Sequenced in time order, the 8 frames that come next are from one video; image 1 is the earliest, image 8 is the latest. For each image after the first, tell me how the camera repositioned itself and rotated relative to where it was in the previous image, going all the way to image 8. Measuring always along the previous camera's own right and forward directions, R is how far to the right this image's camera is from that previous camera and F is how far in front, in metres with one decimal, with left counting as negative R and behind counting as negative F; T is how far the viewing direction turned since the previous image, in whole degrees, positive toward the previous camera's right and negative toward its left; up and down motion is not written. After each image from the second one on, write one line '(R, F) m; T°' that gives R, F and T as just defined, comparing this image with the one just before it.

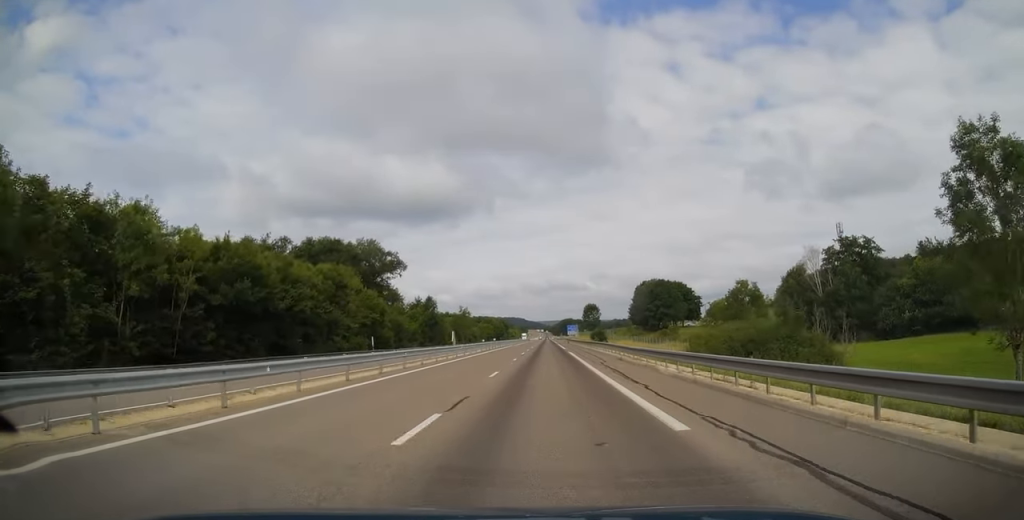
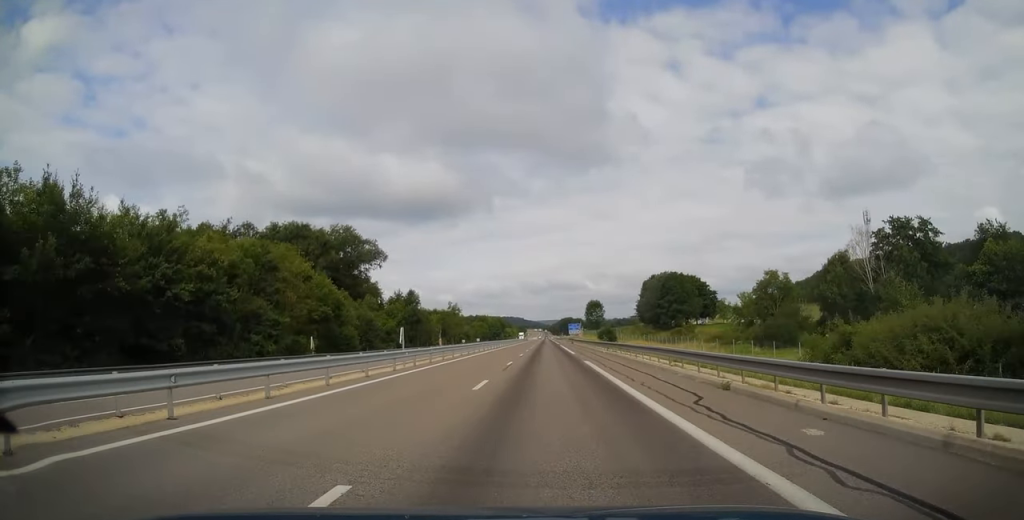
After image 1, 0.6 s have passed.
(0.0, +18.0) m; 0°
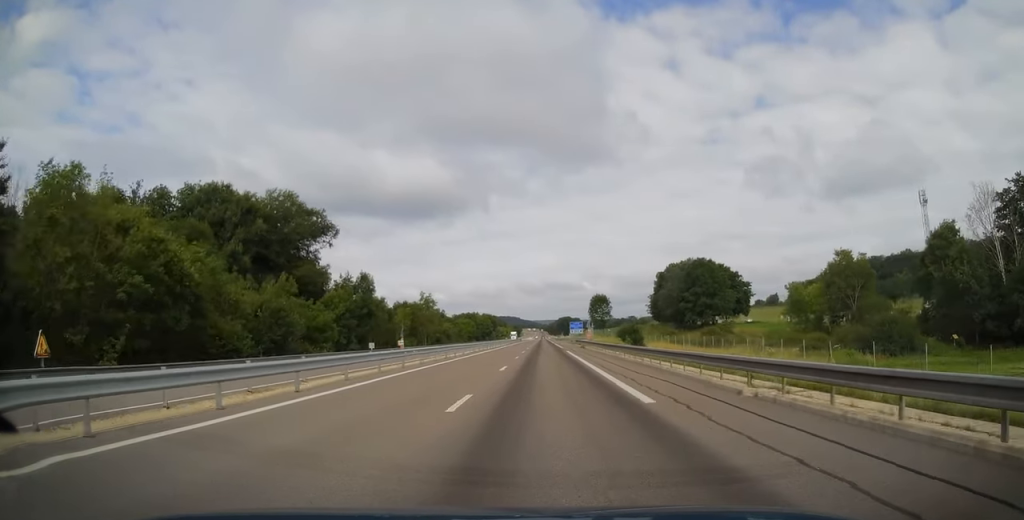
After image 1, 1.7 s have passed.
(+0.1, +30.2) m; +1°
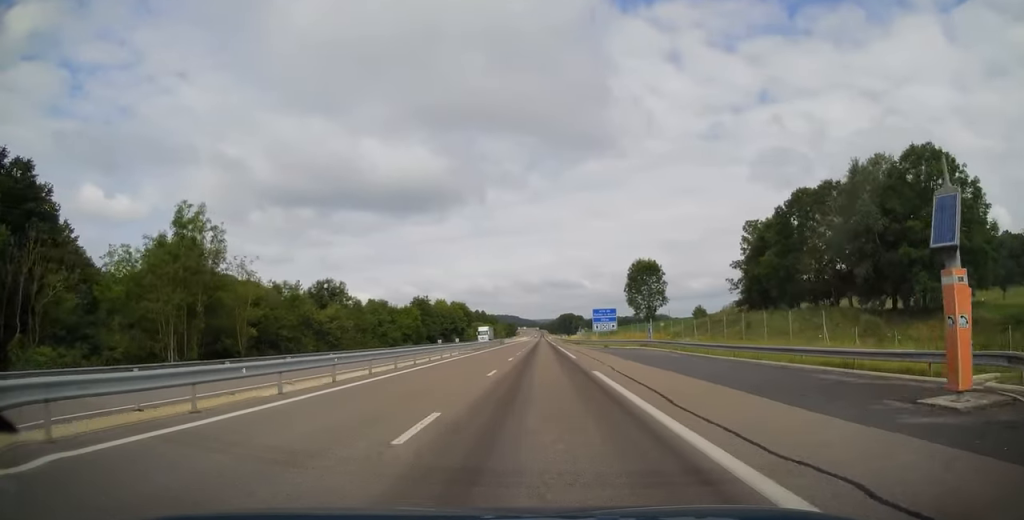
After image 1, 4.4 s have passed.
(-0.5, +80.4) m; 0°
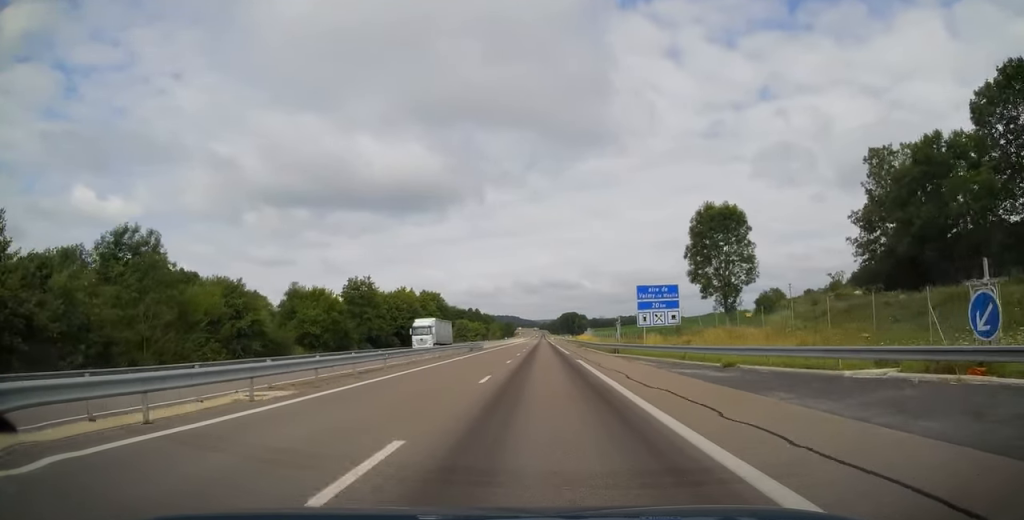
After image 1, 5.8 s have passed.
(+0.4, +41.4) m; 0°
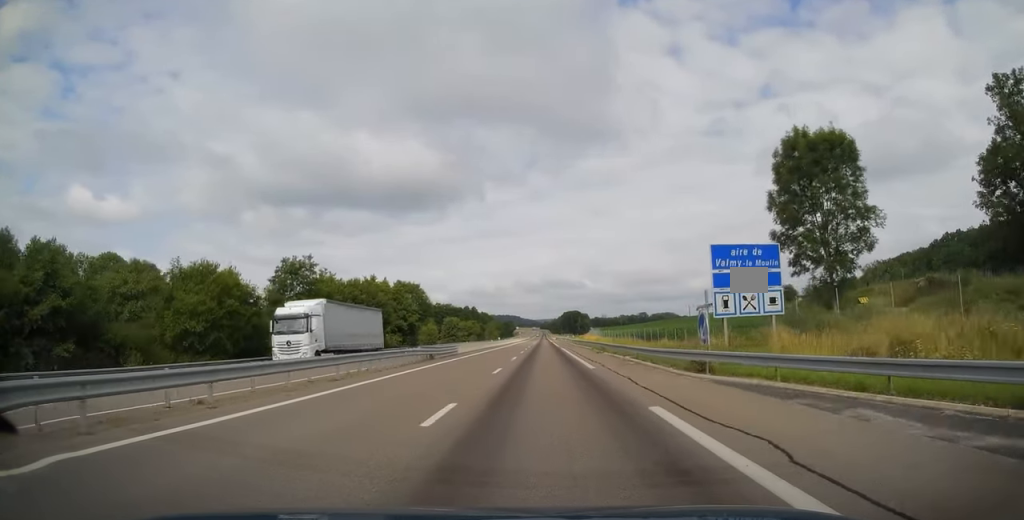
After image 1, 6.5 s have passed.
(-0.2, +21.5) m; -1°
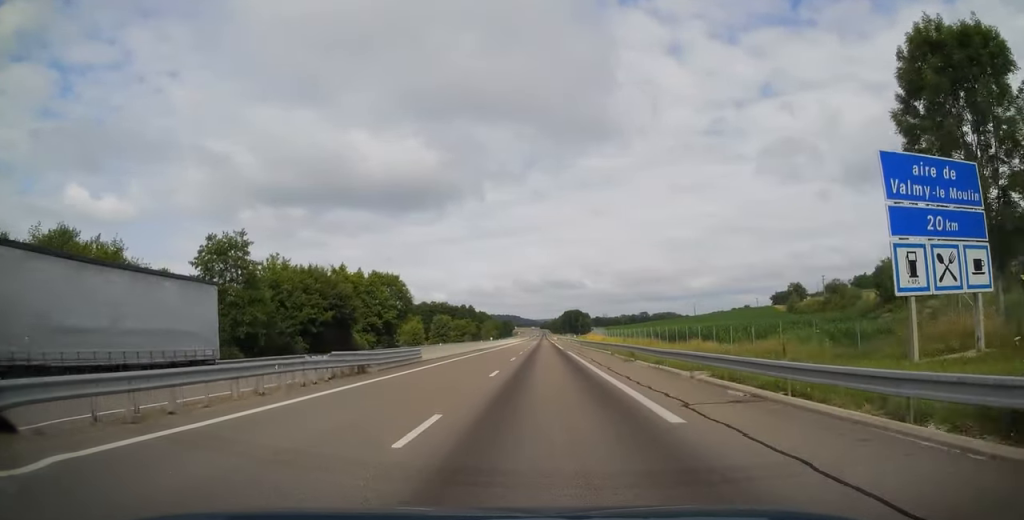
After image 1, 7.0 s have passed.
(0.0, +14.6) m; 0°
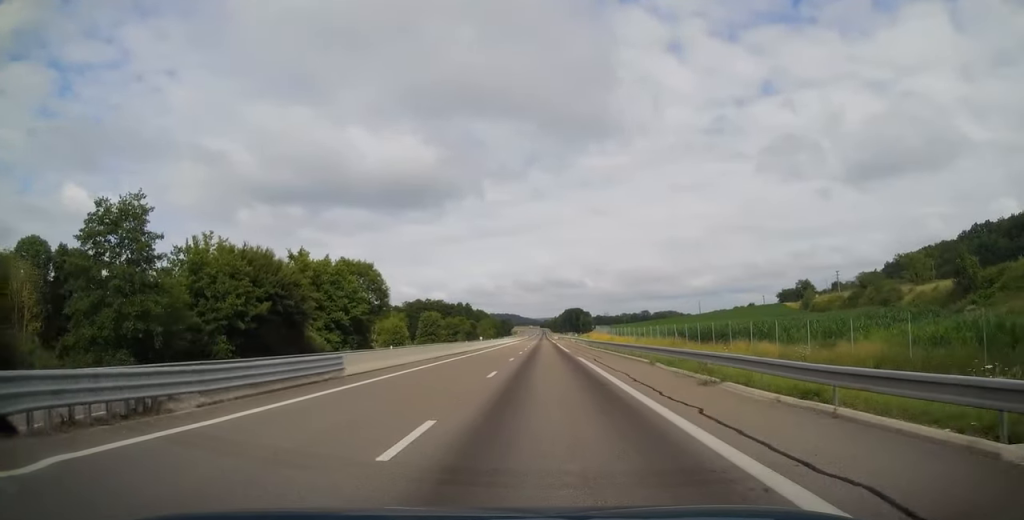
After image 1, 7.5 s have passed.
(-0.1, +13.6) m; 0°
